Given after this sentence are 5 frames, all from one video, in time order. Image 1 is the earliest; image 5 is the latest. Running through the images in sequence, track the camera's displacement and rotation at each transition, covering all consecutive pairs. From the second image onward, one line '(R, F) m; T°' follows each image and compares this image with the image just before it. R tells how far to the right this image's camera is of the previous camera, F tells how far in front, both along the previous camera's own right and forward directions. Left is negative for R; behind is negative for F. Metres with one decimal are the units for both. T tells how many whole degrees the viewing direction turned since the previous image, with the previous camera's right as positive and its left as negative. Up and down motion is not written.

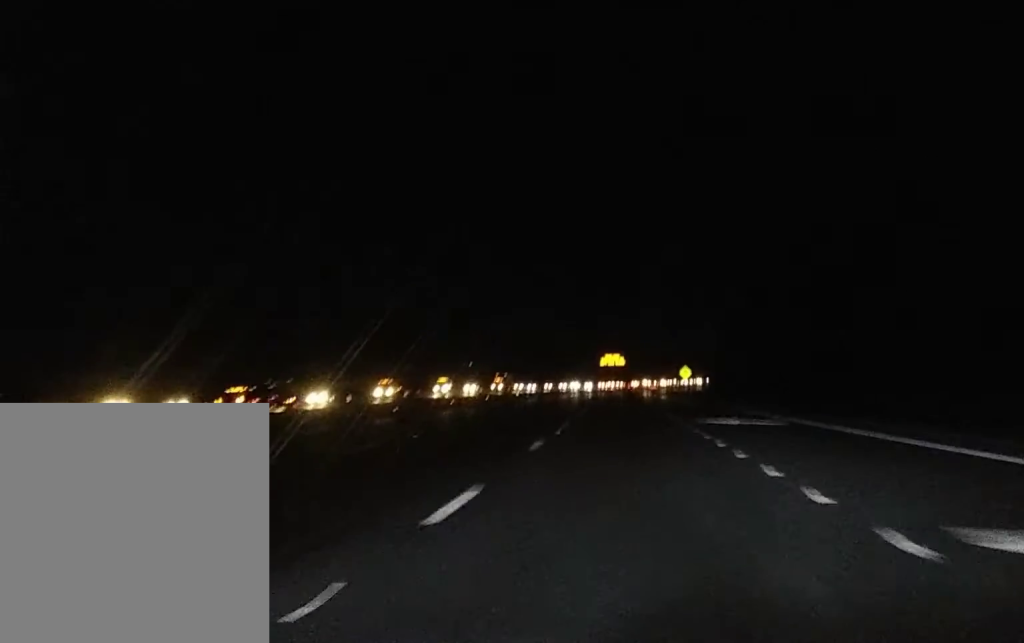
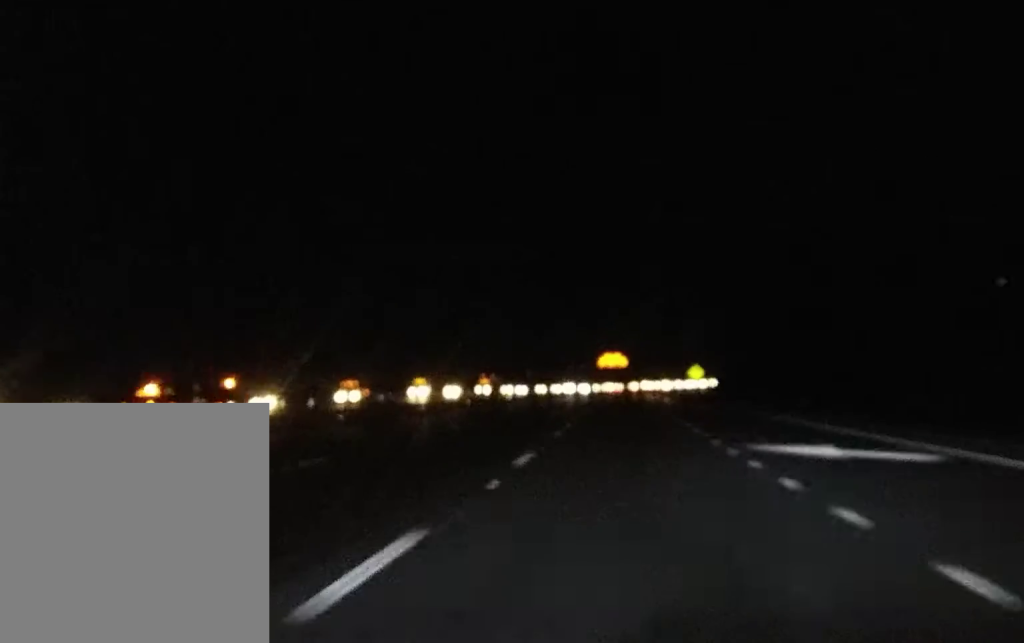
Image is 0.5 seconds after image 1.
(0.0, +16.7) m; 0°
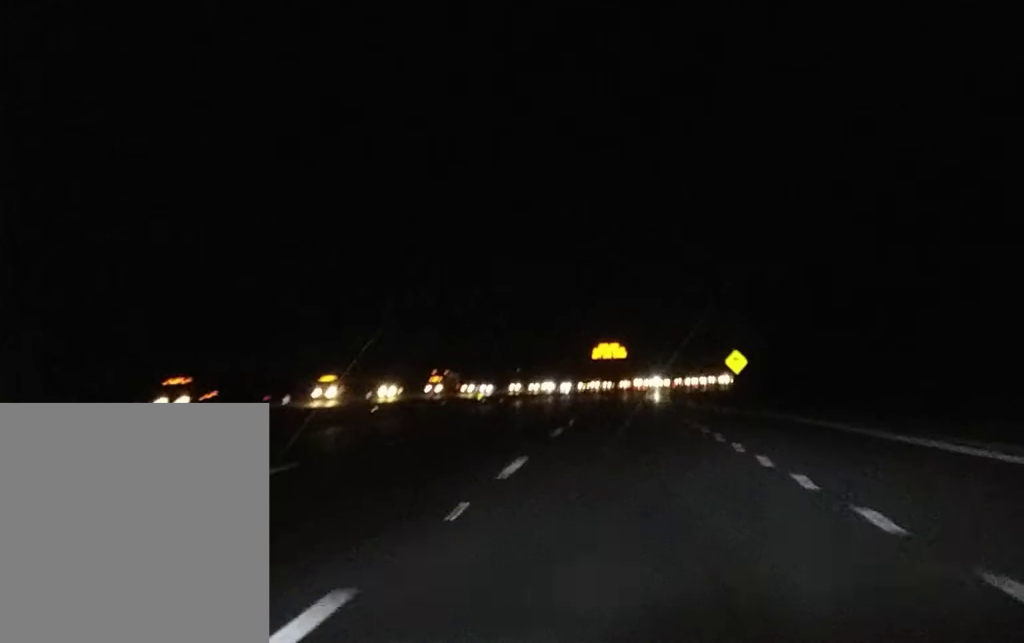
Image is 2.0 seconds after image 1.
(-0.1, +48.1) m; 0°
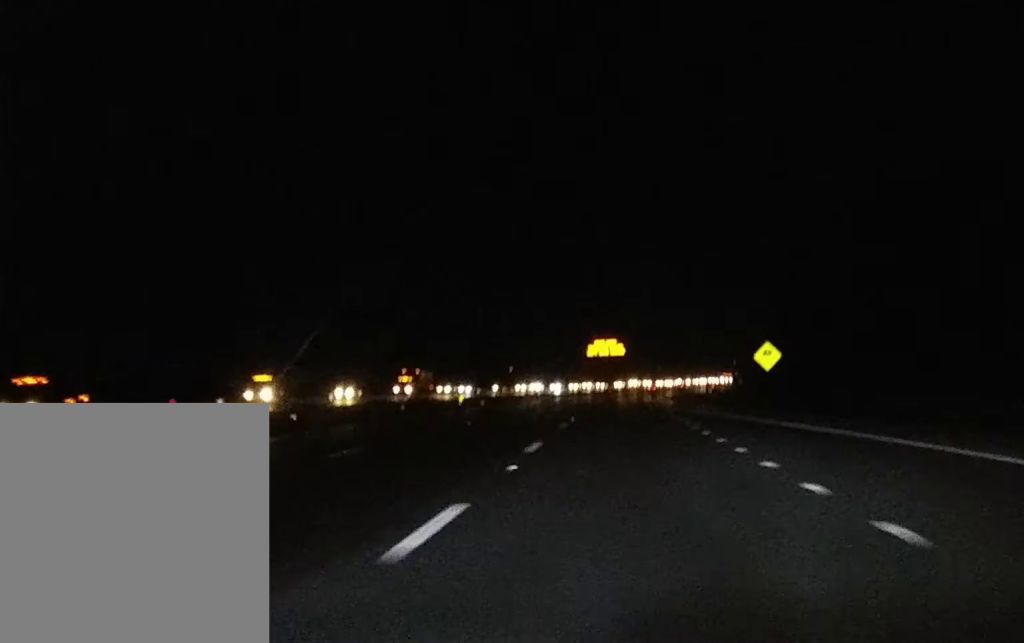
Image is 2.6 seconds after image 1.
(0.0, +17.8) m; 0°
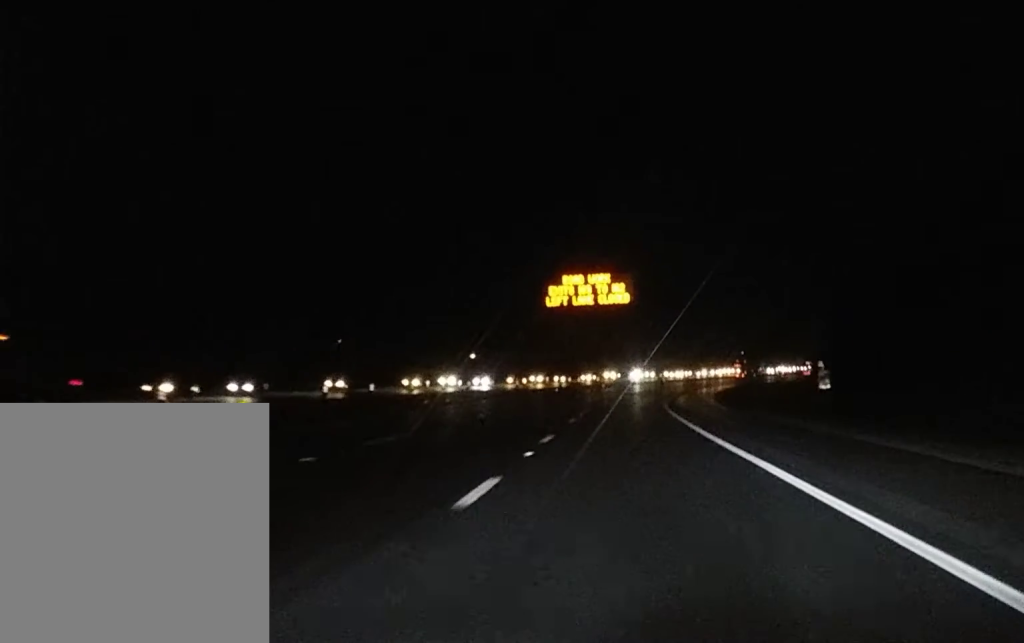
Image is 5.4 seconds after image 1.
(+0.3, +98.3) m; +1°
